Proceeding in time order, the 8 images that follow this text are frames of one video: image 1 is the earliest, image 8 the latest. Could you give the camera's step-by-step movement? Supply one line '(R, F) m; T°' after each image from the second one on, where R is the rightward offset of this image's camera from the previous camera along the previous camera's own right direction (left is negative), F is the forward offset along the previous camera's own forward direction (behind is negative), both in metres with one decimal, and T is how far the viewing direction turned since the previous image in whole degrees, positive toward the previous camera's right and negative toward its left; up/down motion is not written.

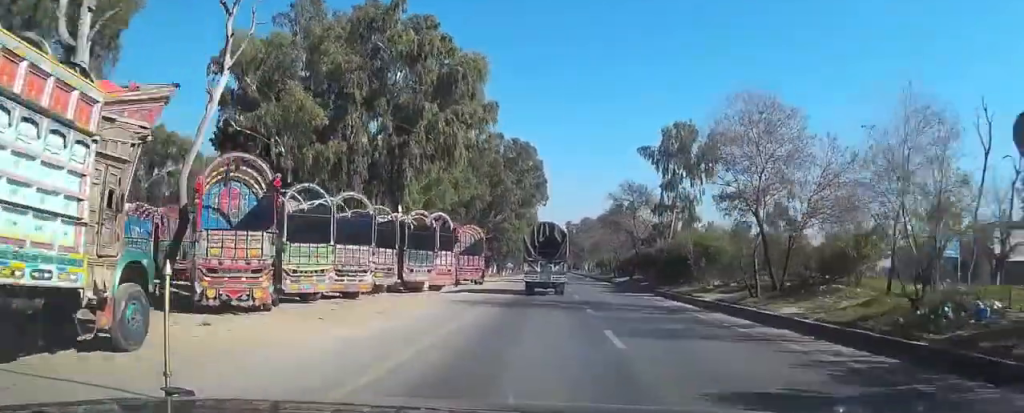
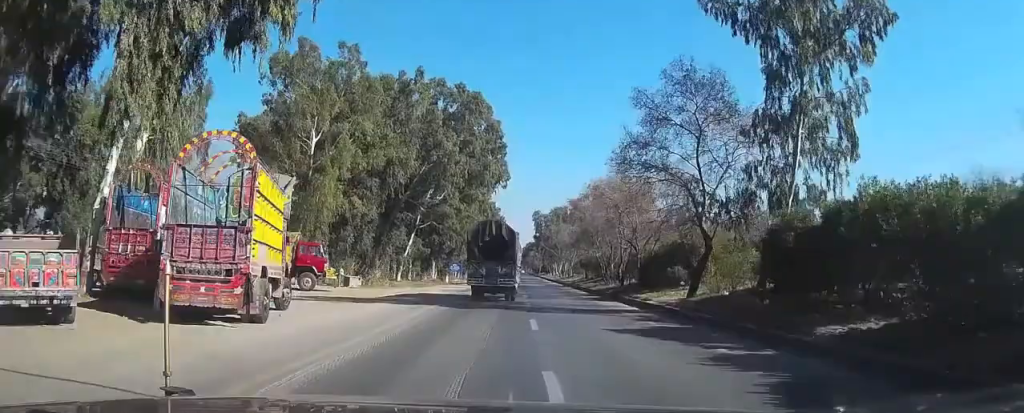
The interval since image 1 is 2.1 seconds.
(+0.1, +33.7) m; 0°
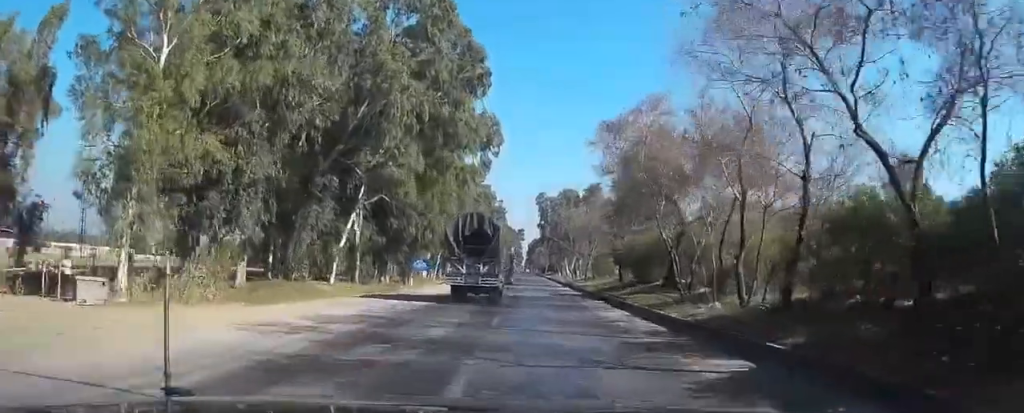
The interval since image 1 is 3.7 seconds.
(-0.1, +26.1) m; 0°
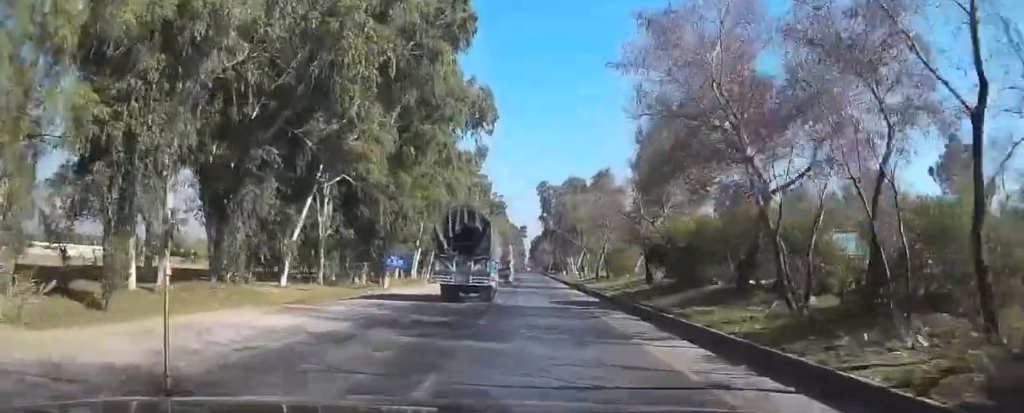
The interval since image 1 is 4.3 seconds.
(+0.1, +10.6) m; 0°
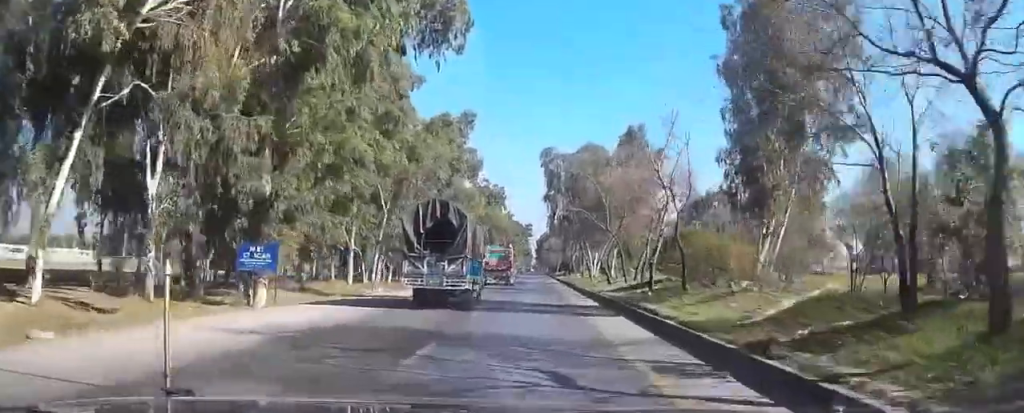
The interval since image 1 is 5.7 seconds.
(+0.1, +23.5) m; 0°
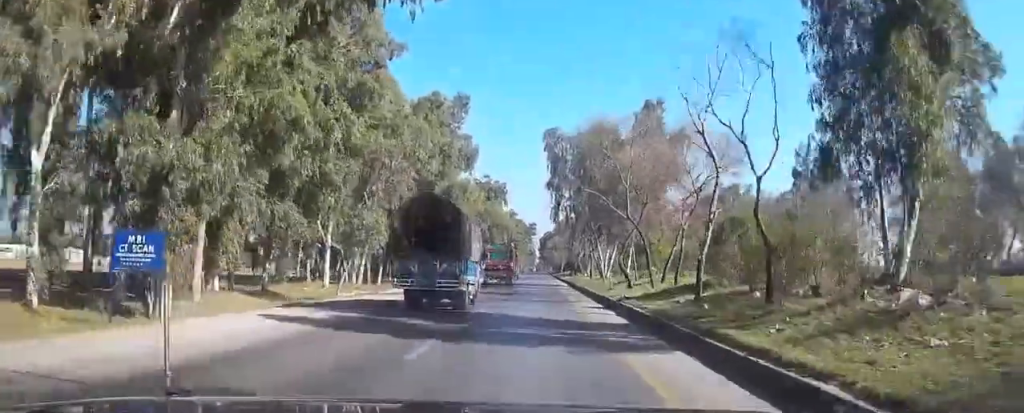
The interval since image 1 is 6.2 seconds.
(-0.1, +7.5) m; 0°
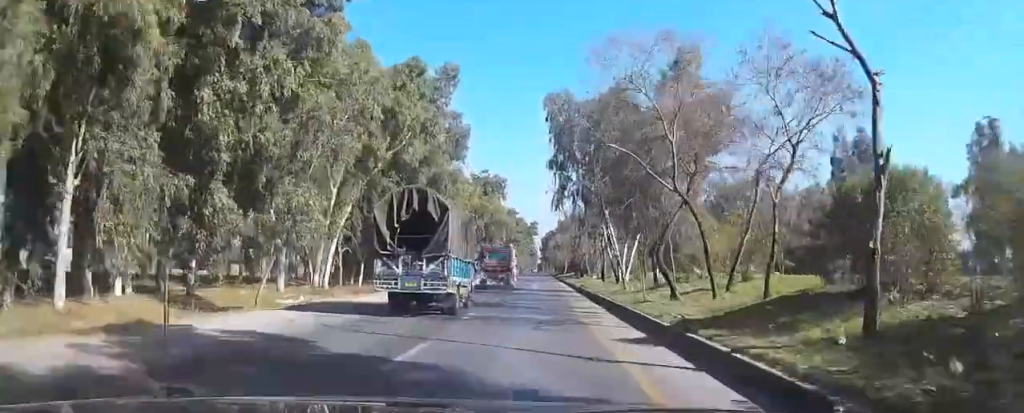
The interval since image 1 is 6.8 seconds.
(-0.1, +10.3) m; 0°
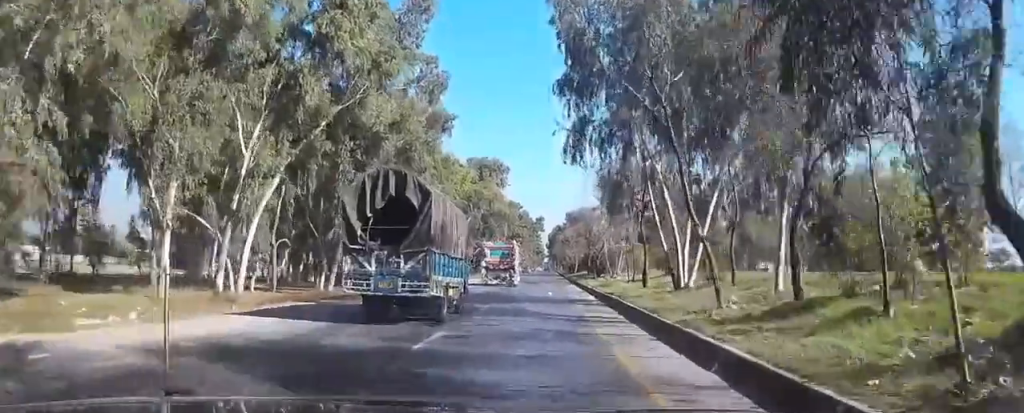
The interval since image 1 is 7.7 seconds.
(+0.2, +16.9) m; -1°
